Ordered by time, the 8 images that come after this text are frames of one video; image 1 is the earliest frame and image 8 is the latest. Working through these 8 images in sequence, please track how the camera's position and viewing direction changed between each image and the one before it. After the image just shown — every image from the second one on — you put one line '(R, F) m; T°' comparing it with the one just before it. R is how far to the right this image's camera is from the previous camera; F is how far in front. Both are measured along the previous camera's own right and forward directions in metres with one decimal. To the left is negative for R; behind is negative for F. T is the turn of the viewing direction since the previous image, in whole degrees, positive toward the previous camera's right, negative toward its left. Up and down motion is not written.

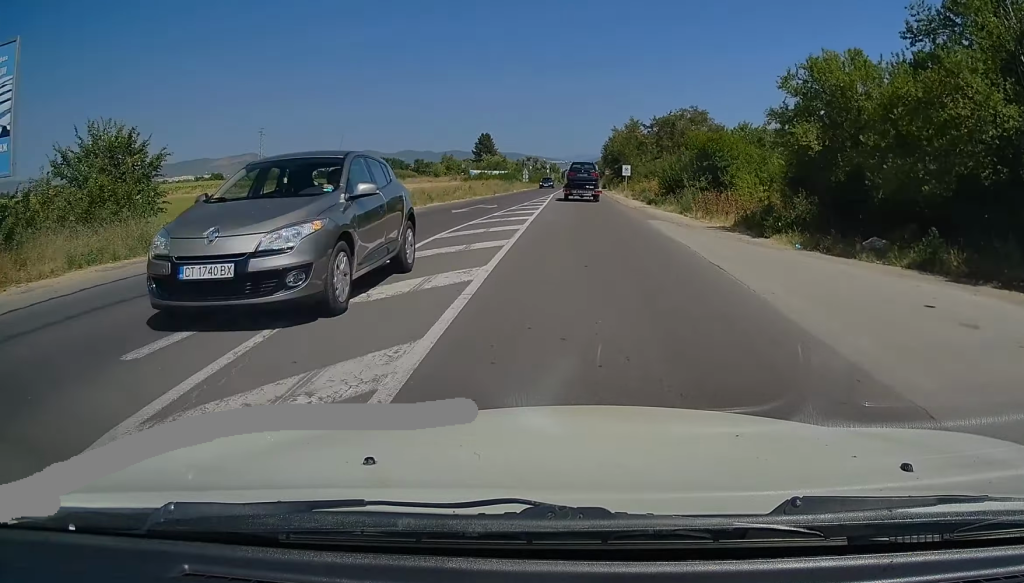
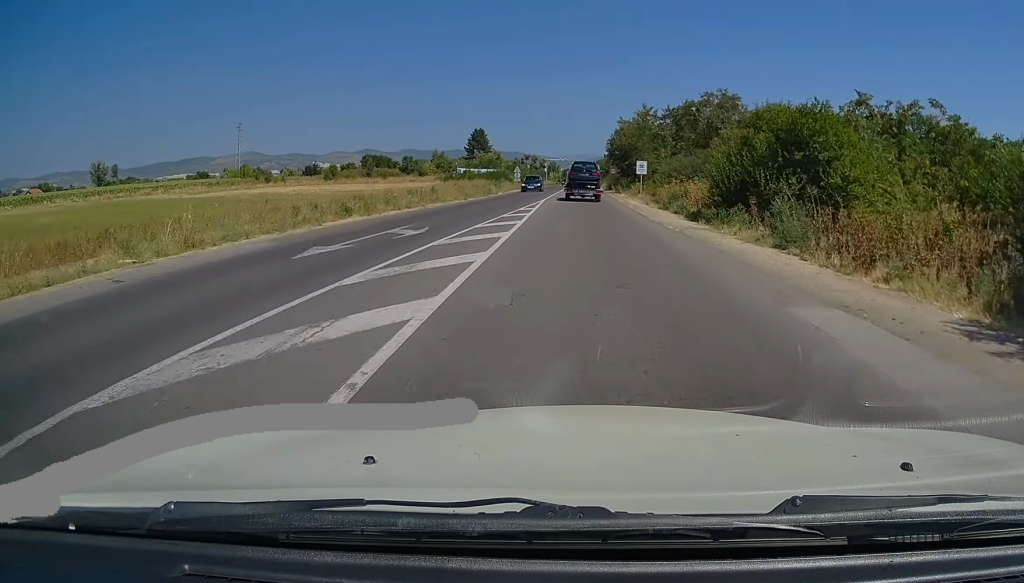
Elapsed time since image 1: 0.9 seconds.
(-0.1, +14.8) m; 0°
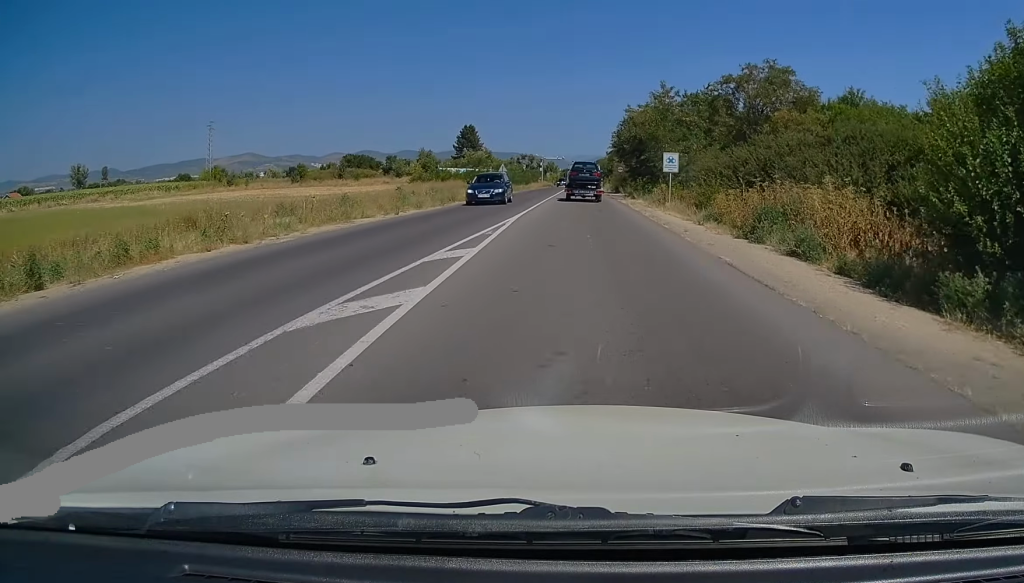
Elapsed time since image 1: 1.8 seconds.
(0.0, +15.9) m; +1°
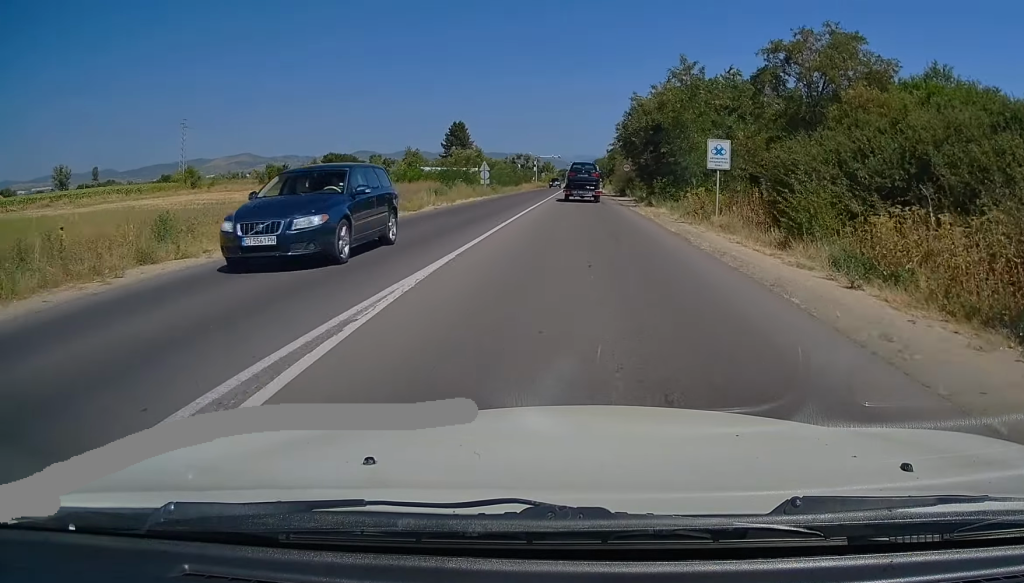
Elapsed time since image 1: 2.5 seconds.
(+0.1, +12.0) m; +1°
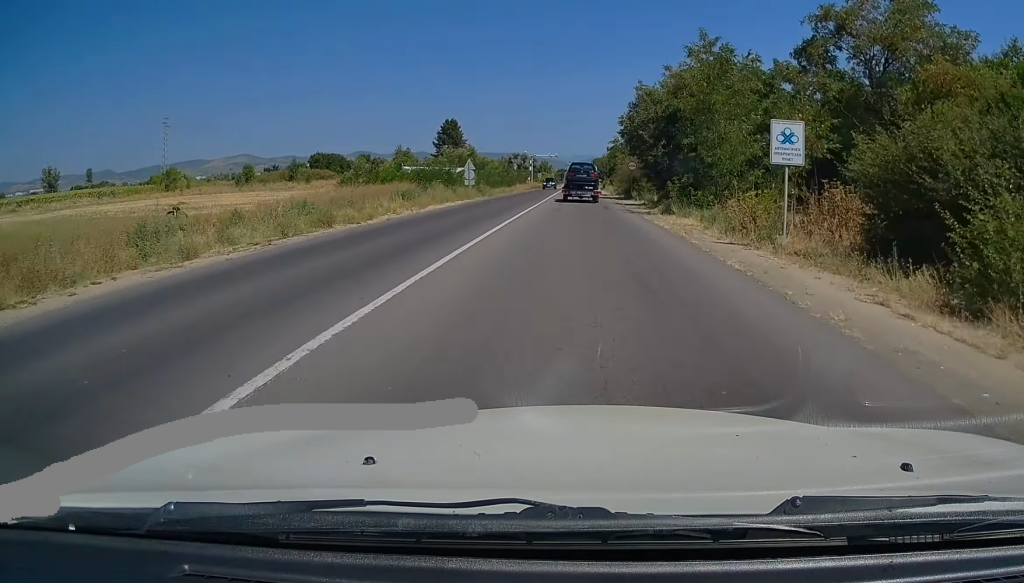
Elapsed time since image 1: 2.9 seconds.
(0.0, +7.5) m; 0°
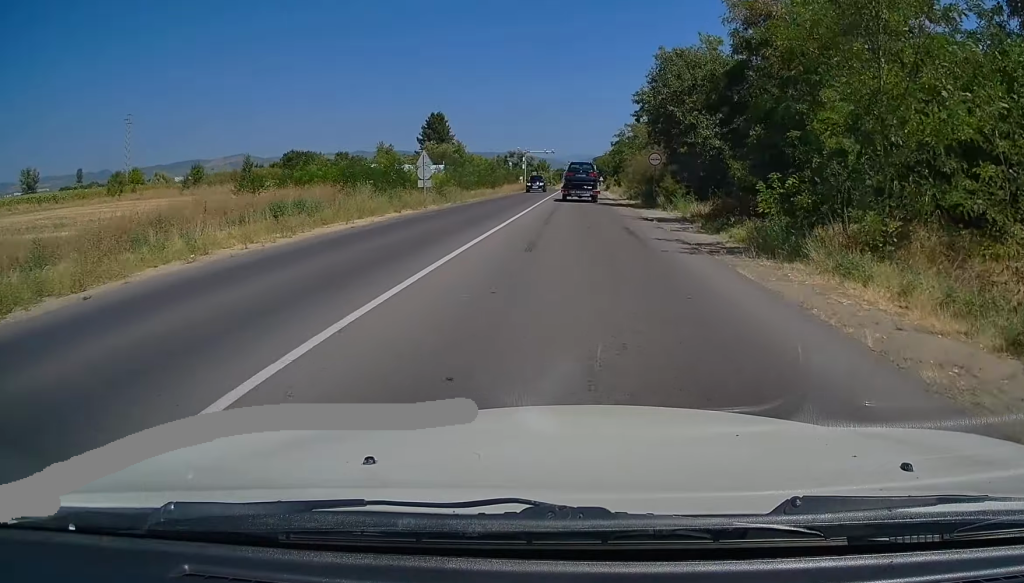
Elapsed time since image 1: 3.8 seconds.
(0.0, +15.0) m; -1°
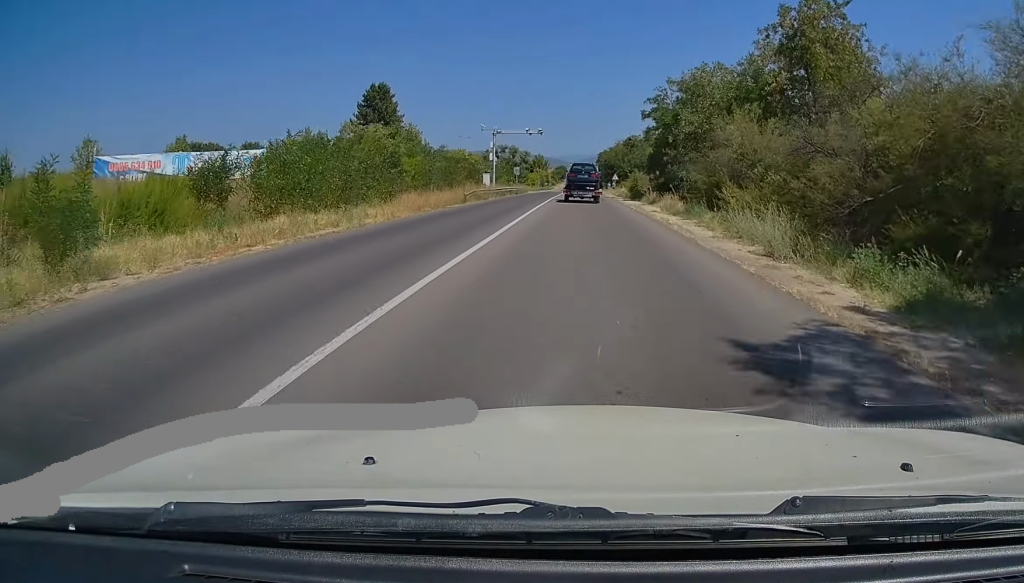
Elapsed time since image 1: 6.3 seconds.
(-0.2, +42.8) m; 0°
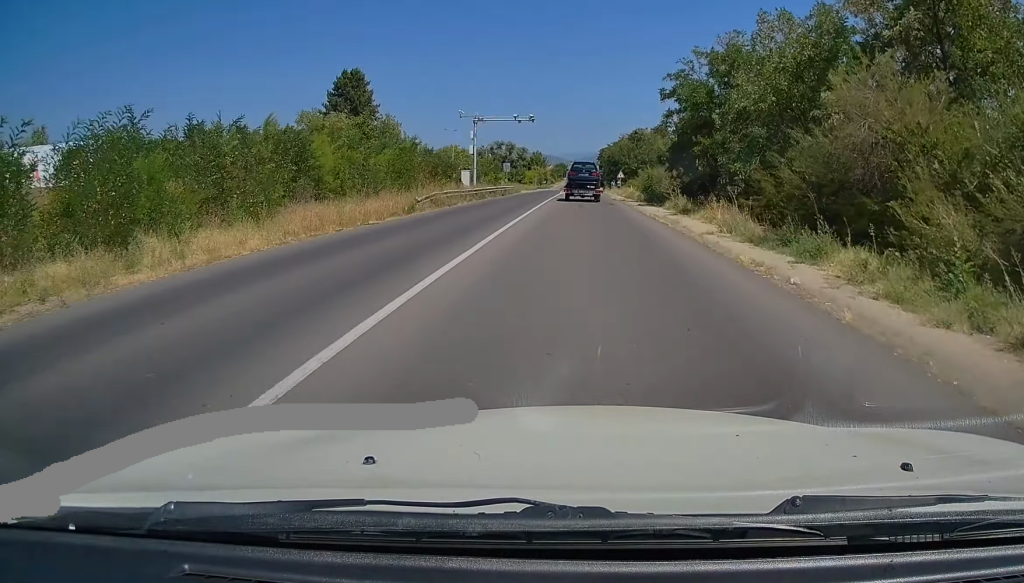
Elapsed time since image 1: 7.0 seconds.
(0.0, +12.2) m; 0°
